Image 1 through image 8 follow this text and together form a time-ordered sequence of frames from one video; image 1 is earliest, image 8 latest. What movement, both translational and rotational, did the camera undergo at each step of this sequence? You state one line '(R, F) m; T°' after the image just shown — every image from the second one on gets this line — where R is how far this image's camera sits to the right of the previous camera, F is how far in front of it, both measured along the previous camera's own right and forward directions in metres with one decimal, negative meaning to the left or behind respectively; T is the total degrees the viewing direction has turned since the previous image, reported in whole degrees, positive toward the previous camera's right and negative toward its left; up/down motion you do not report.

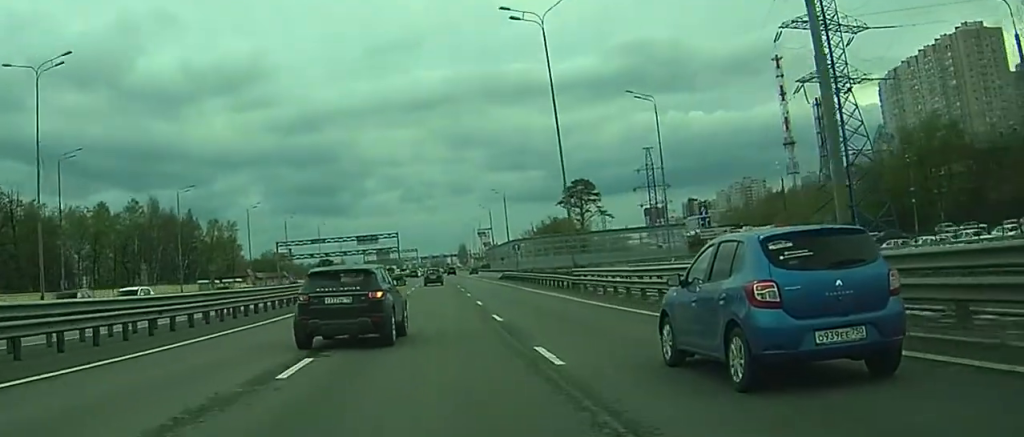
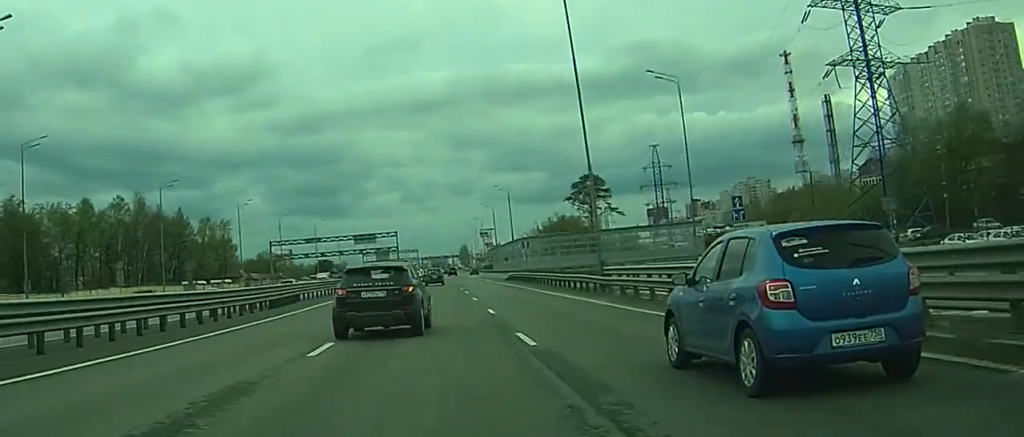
(+0.1, +8.9) m; 0°
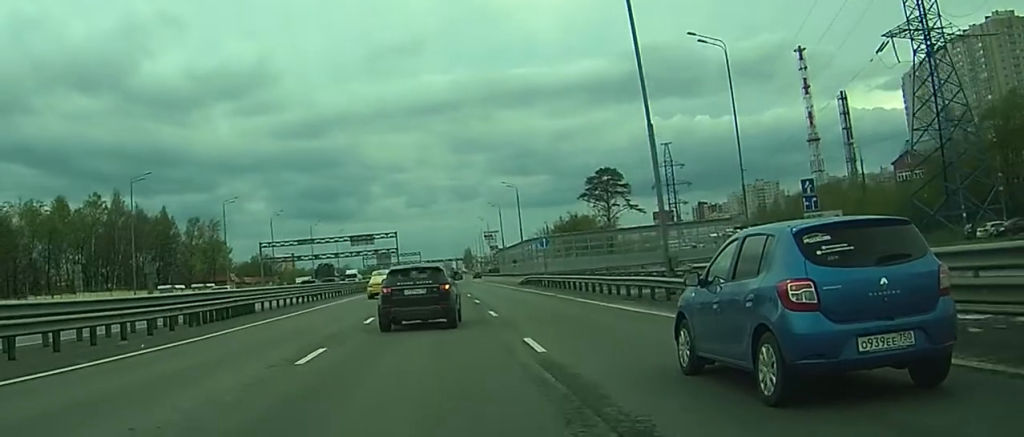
(-0.1, +13.3) m; 0°
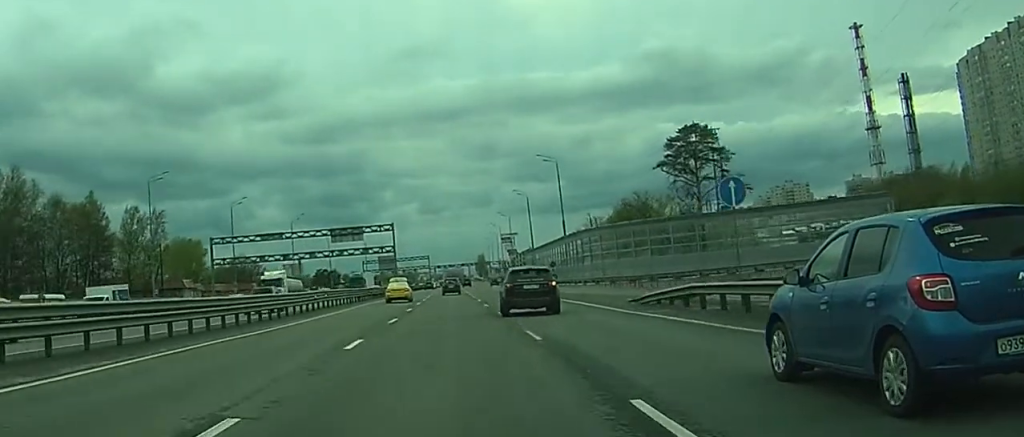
(-1.0, +45.1) m; -2°
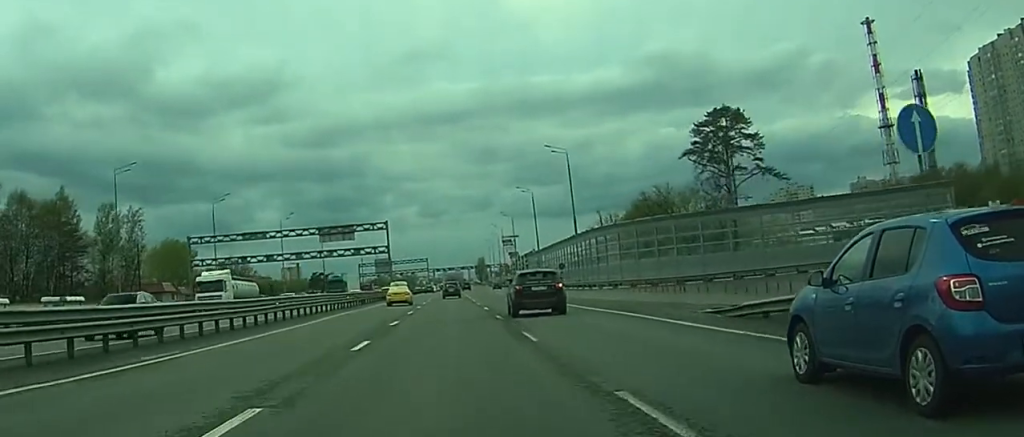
(0.0, +11.5) m; 0°
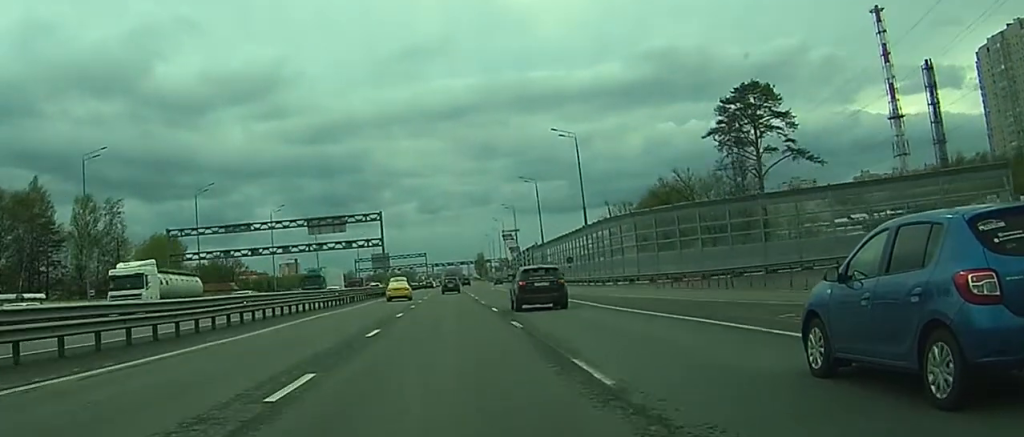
(0.0, +9.0) m; 0°
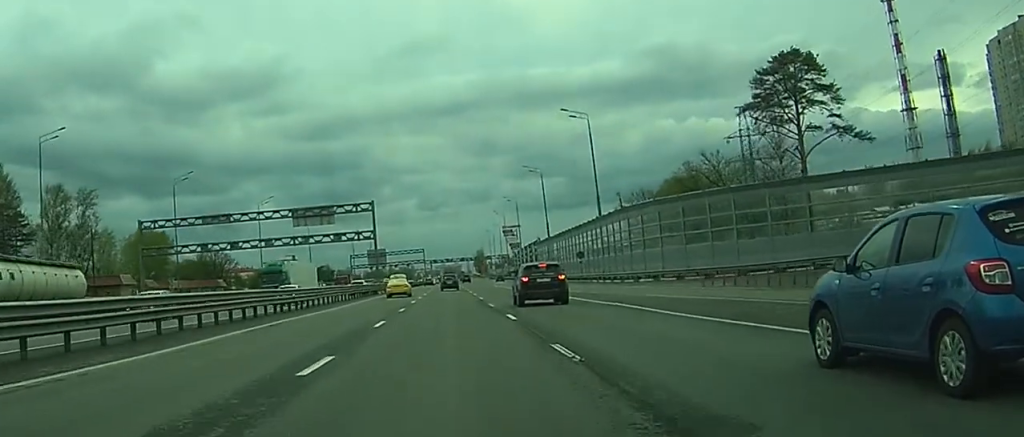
(0.0, +10.2) m; 0°
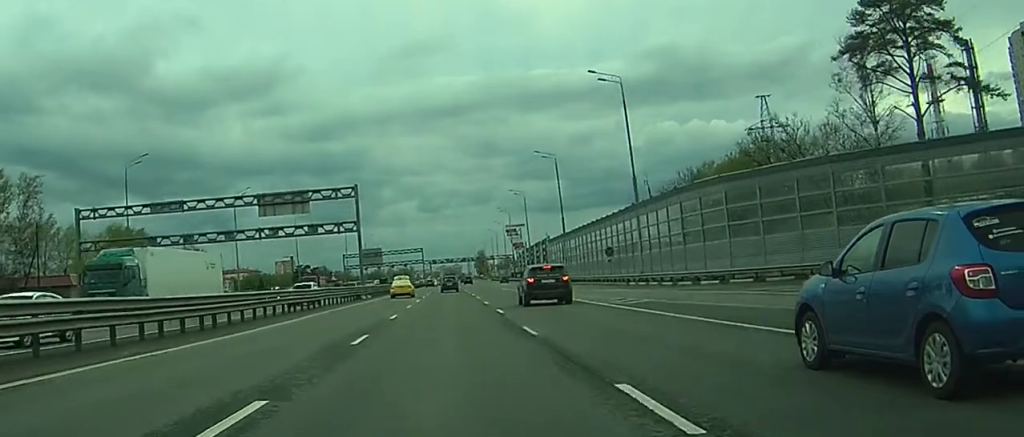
(0.0, +18.5) m; 0°
